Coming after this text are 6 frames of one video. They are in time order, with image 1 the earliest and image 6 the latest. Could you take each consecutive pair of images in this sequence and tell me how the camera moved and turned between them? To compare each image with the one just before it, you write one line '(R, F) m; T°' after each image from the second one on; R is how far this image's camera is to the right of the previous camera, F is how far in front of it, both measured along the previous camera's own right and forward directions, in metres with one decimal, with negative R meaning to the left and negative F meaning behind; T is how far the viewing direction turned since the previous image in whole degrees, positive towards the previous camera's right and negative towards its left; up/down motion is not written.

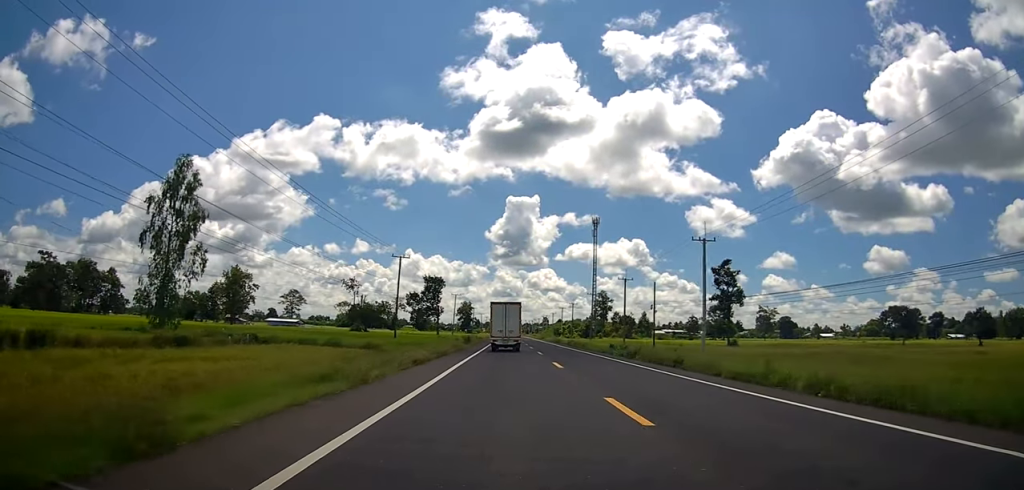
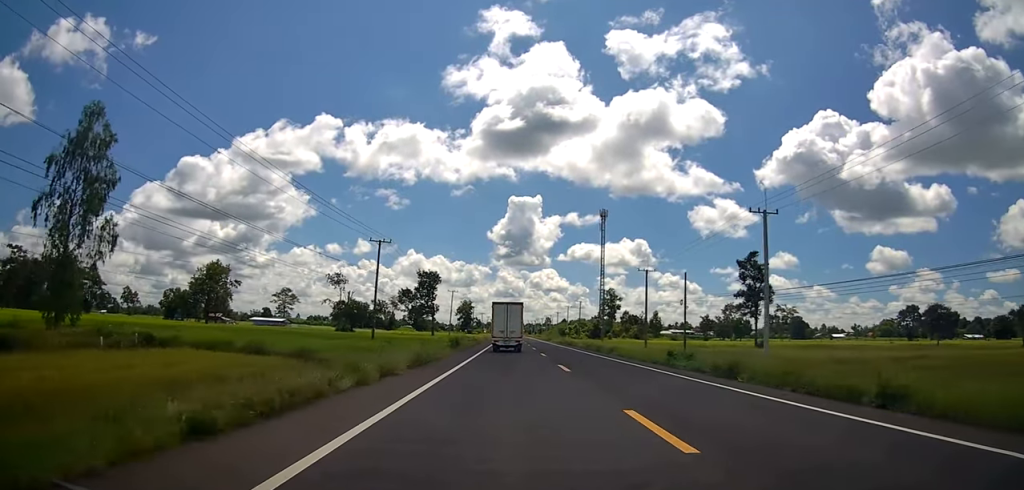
(0.0, +13.7) m; -1°
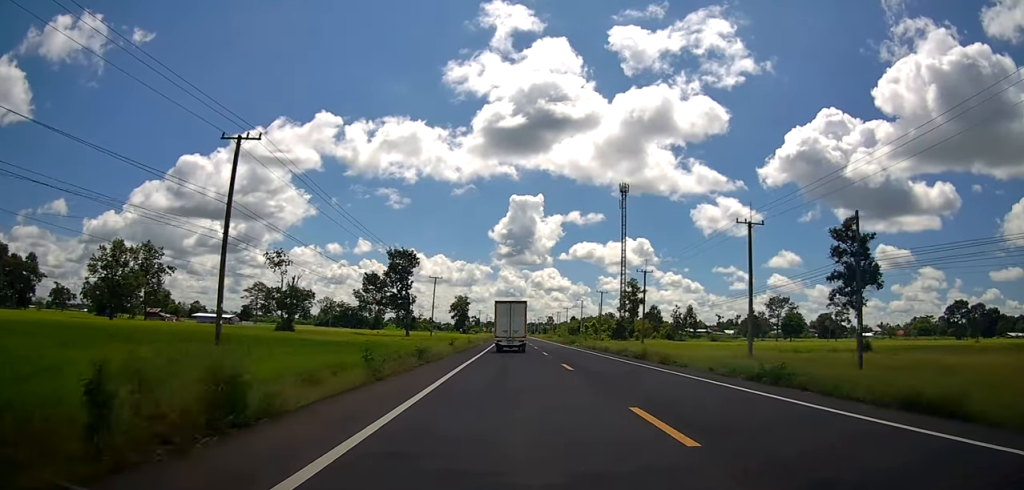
(-0.7, +36.1) m; +1°
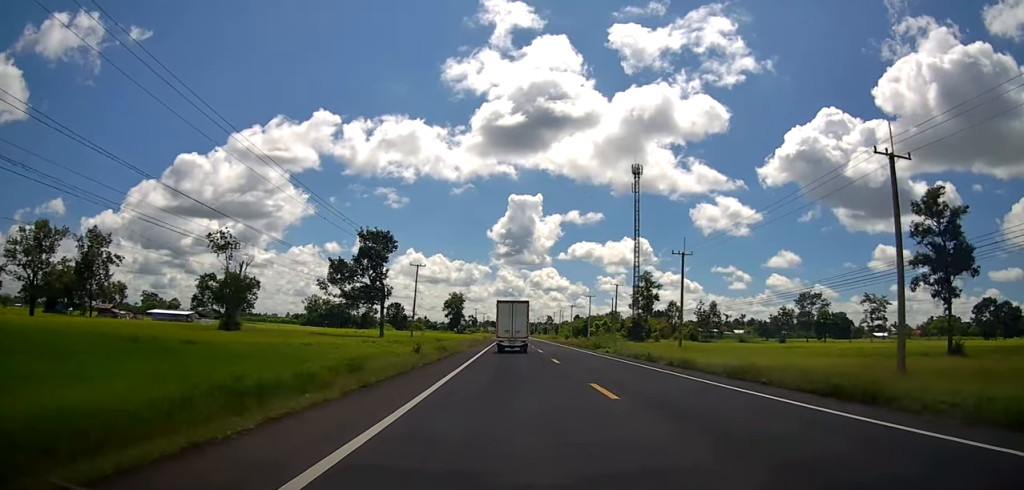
(+0.5, +19.7) m; 0°
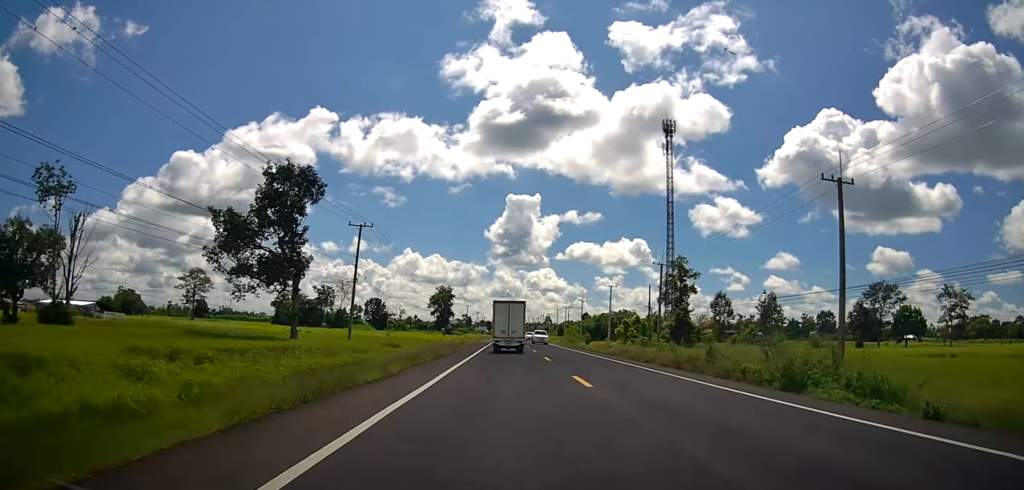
(+0.1, +33.9) m; 0°
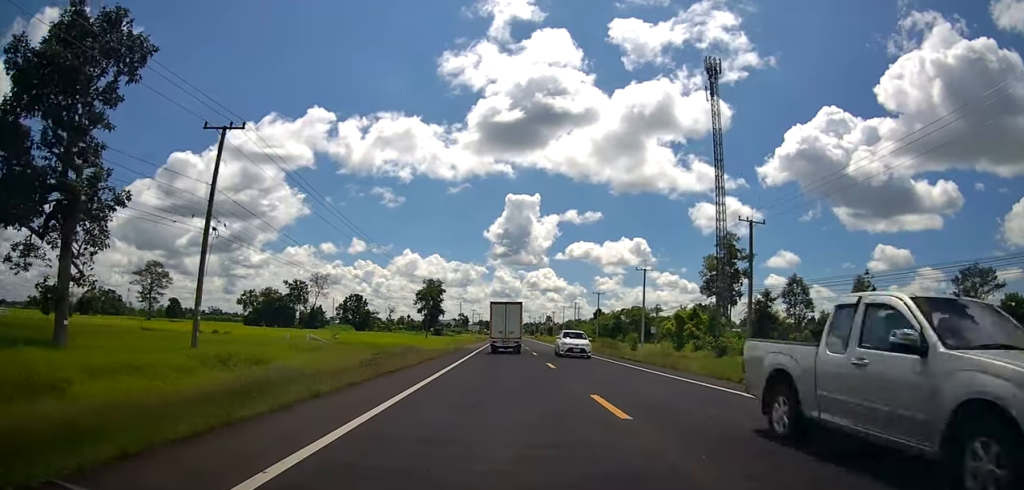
(-1.1, +29.0) m; -1°
